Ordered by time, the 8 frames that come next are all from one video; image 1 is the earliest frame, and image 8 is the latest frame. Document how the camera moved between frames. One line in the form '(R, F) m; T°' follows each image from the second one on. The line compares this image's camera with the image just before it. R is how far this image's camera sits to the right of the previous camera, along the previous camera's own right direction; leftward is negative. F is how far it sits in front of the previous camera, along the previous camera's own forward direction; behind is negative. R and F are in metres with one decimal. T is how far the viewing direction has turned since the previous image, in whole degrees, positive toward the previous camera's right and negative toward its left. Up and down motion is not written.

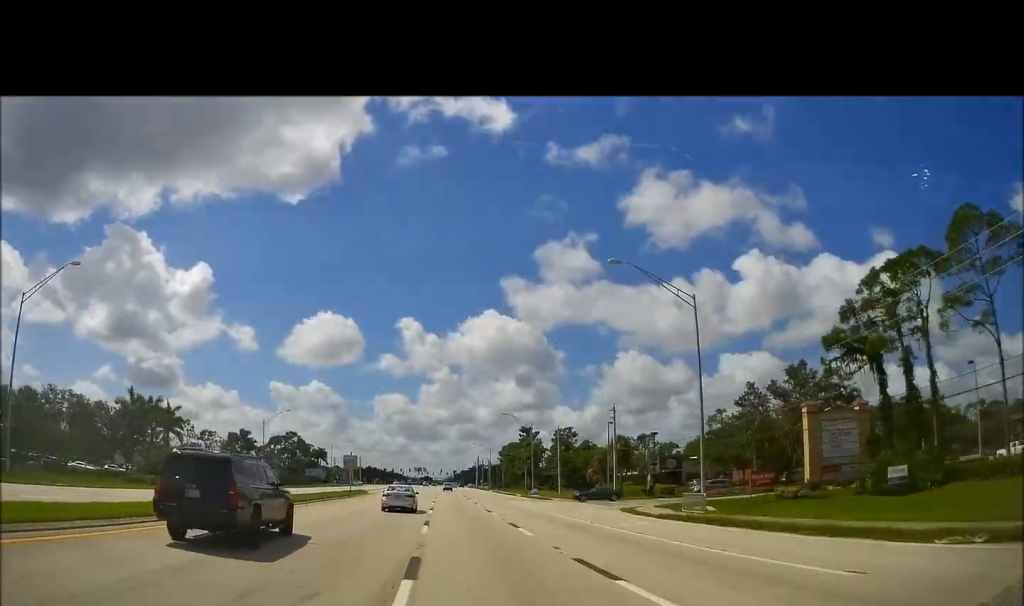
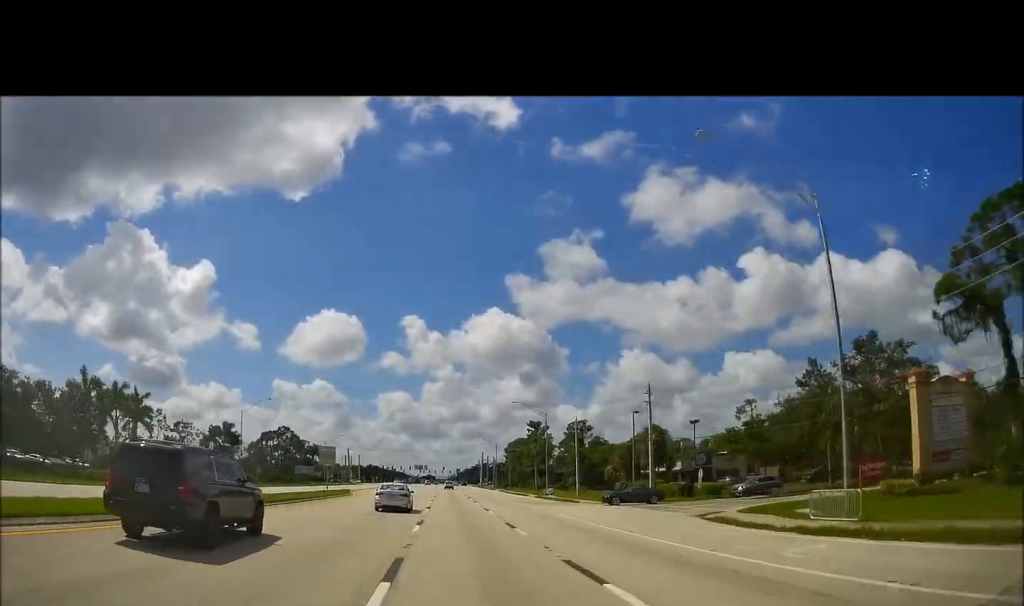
(+0.1, +12.4) m; 0°
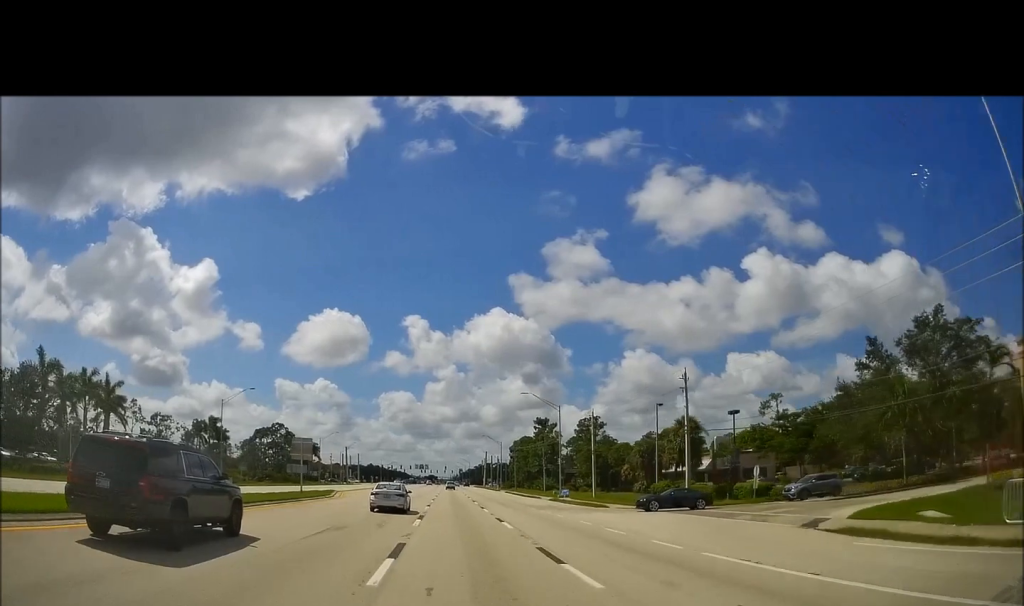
(+0.1, +9.0) m; -1°
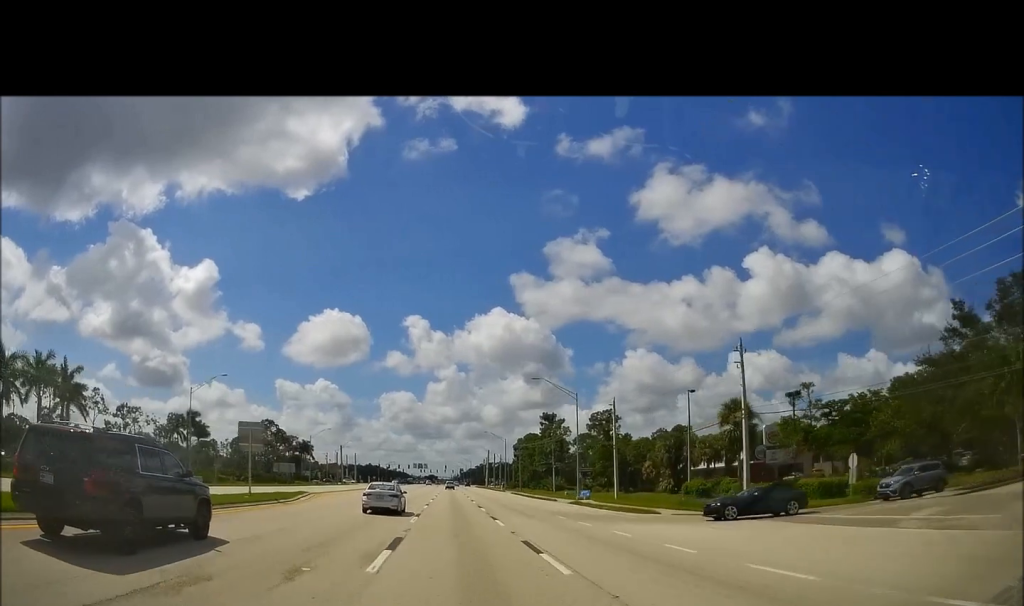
(-0.1, +10.6) m; -1°
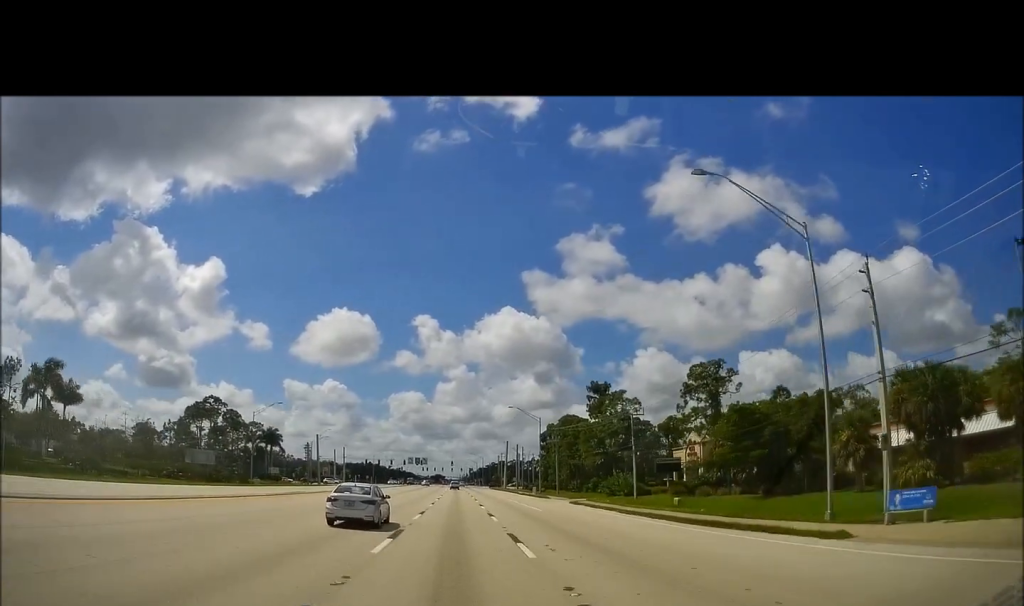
(-0.7, +44.9) m; -1°
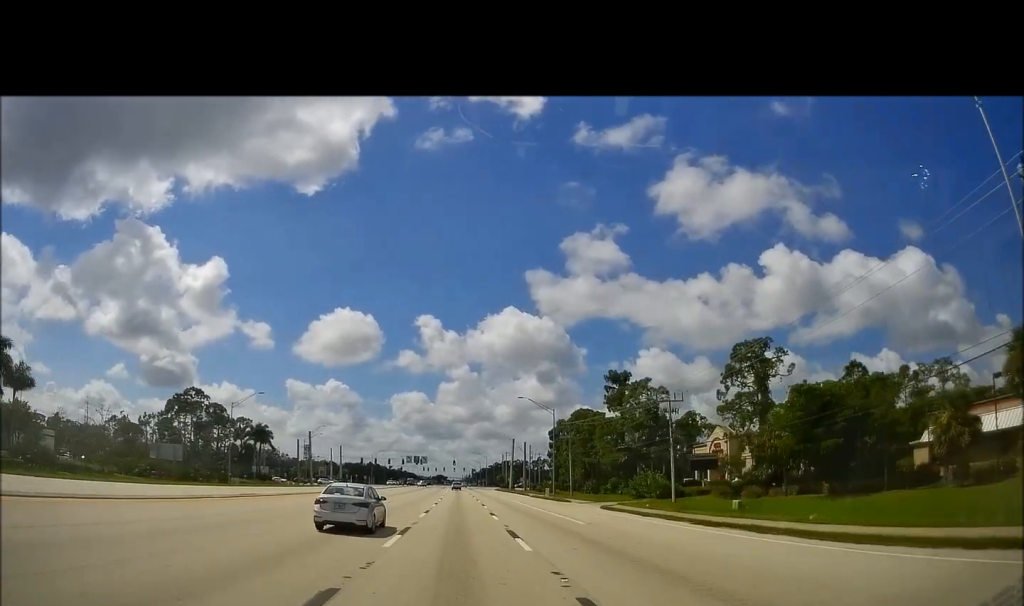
(0.0, +10.6) m; 0°
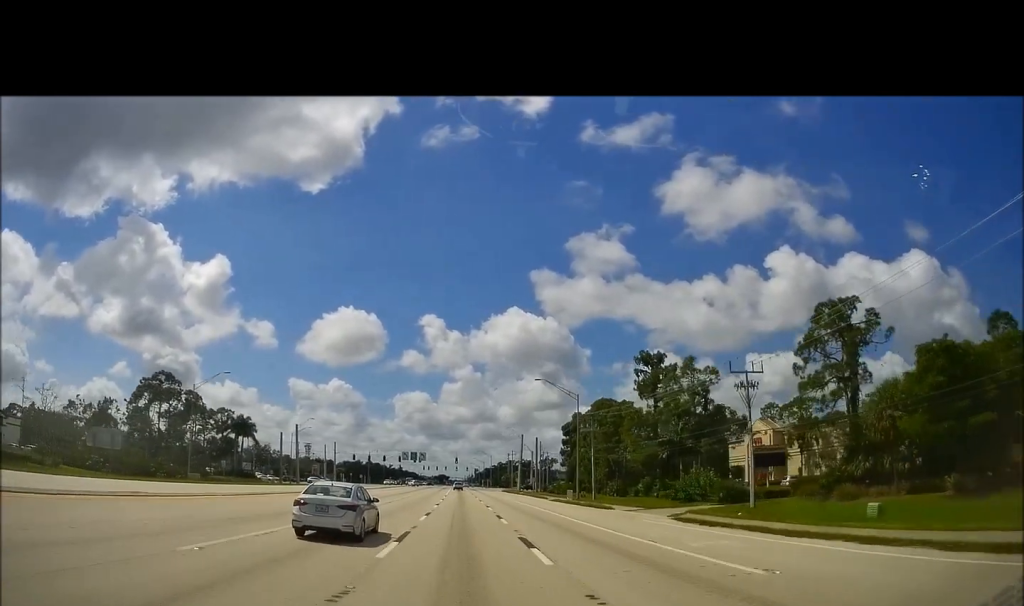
(0.0, +14.1) m; 0°
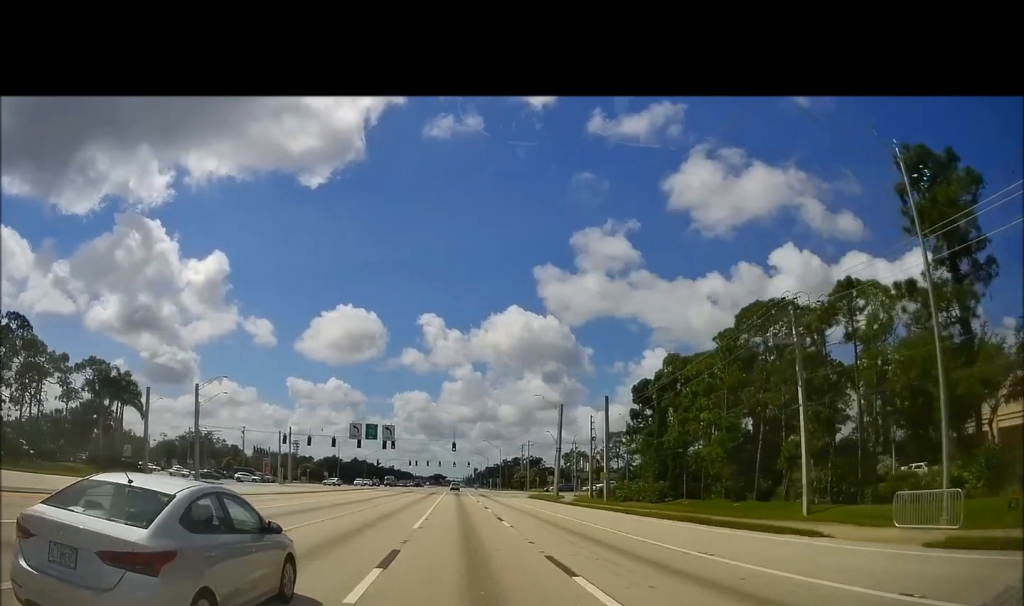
(-0.6, +53.3) m; -1°
